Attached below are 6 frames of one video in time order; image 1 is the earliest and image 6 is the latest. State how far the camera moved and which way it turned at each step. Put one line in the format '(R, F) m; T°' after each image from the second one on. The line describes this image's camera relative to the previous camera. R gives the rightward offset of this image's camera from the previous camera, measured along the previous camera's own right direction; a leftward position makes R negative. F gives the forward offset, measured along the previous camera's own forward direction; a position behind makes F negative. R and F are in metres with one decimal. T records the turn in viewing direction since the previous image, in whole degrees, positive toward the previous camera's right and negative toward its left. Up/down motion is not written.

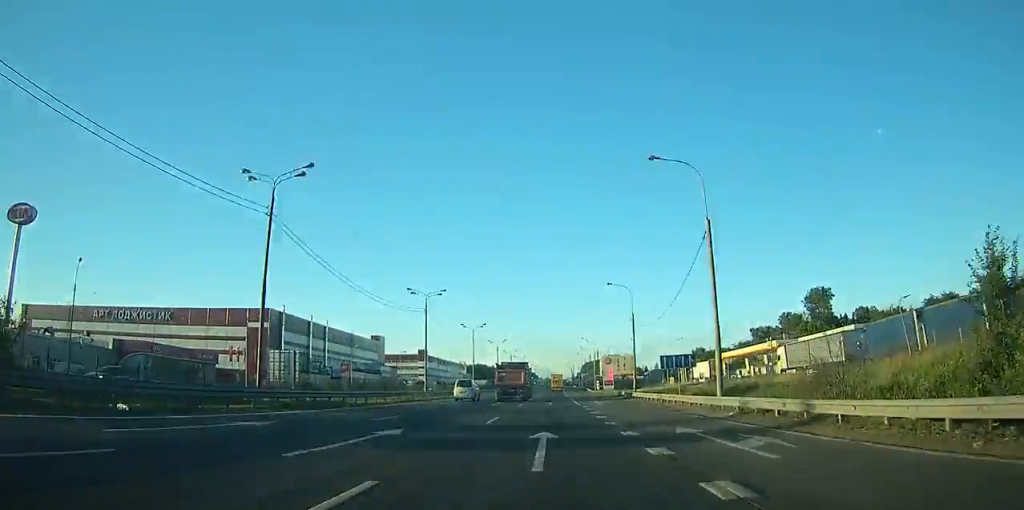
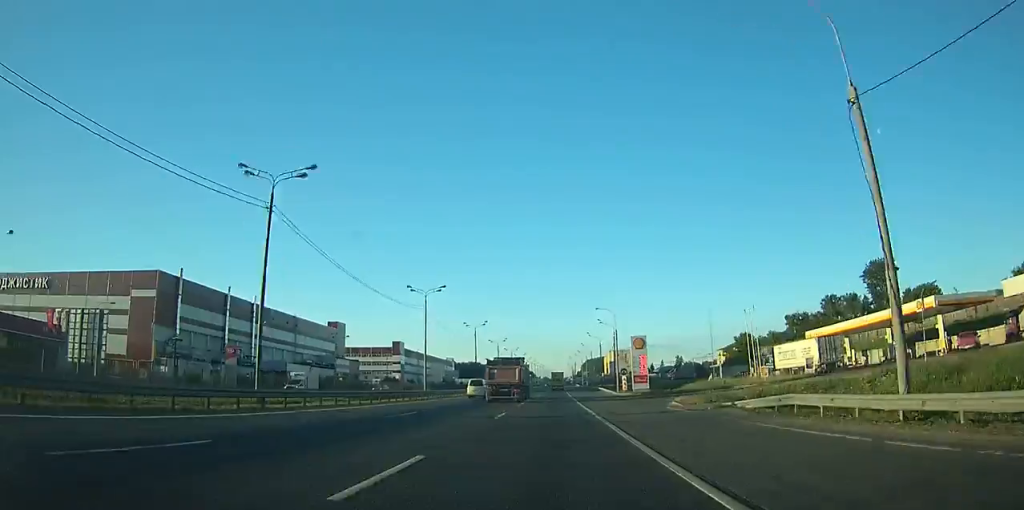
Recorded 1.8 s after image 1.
(+0.1, +45.4) m; 0°
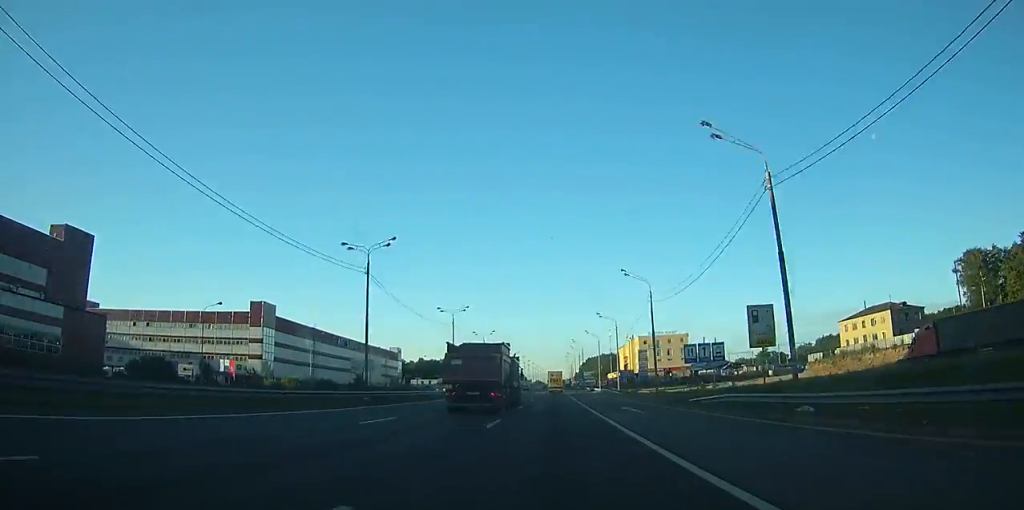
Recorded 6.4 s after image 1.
(+1.0, +114.1) m; +1°
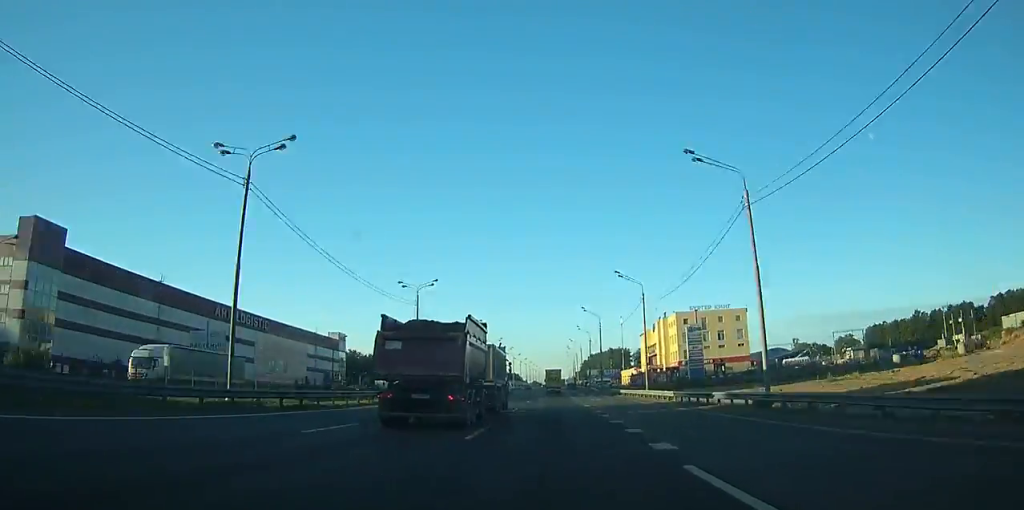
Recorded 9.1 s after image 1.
(+0.1, +66.0) m; 0°
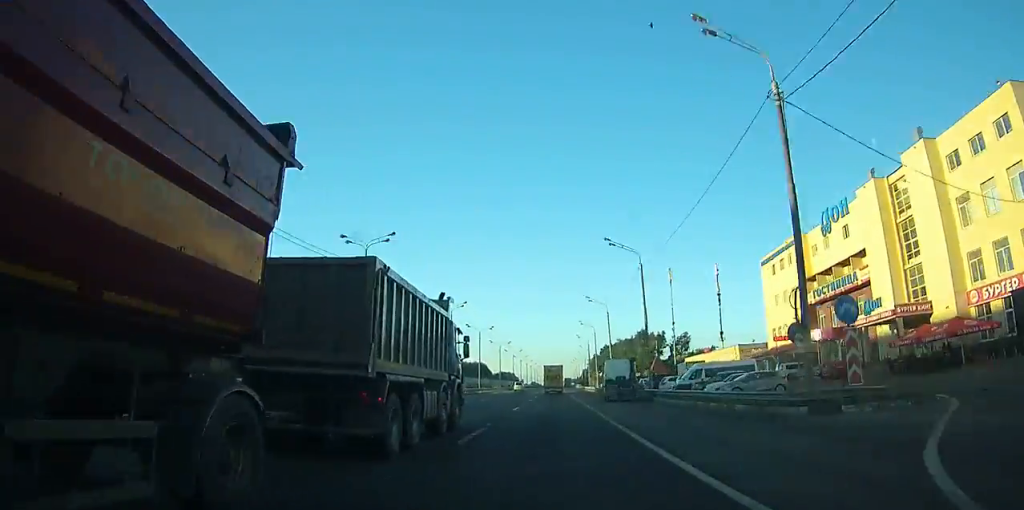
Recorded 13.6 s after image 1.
(-0.1, +108.6) m; 0°
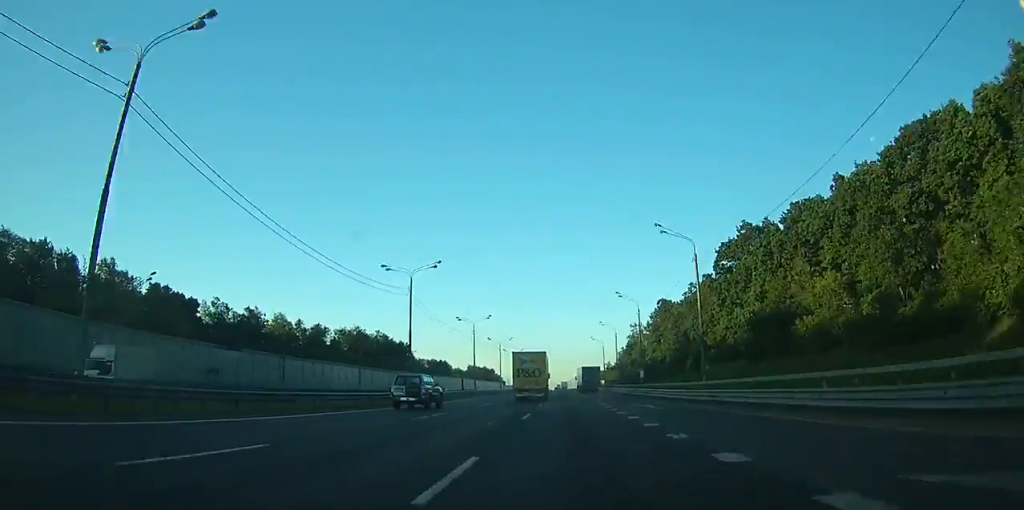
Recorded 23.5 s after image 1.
(+0.5, +248.2) m; 0°
